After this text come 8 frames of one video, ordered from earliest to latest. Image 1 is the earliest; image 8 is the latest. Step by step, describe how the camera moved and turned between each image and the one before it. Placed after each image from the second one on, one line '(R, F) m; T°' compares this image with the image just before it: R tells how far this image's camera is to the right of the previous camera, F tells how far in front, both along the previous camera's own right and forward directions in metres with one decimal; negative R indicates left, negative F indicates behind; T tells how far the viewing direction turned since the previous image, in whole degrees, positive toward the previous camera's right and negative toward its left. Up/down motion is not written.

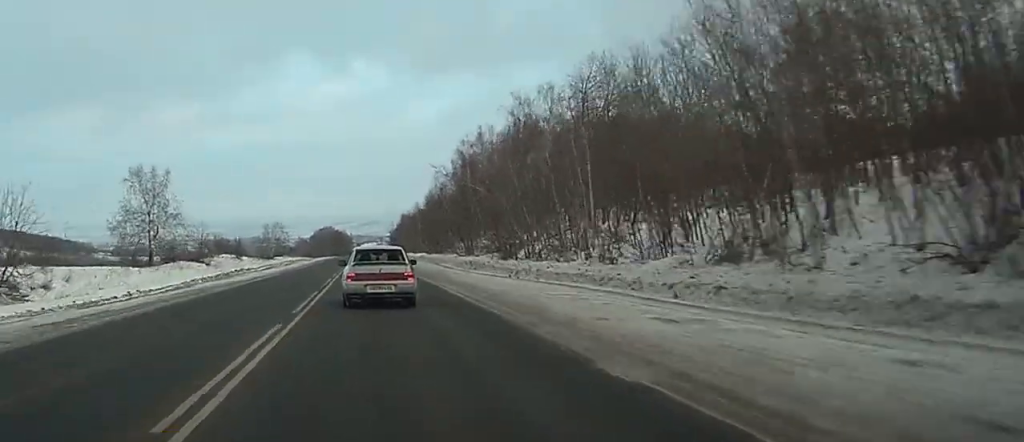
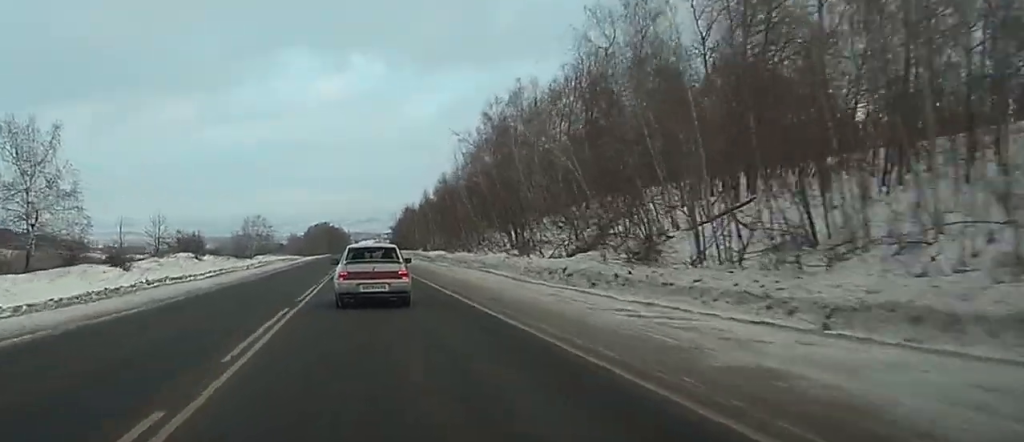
(-0.1, +31.7) m; 0°
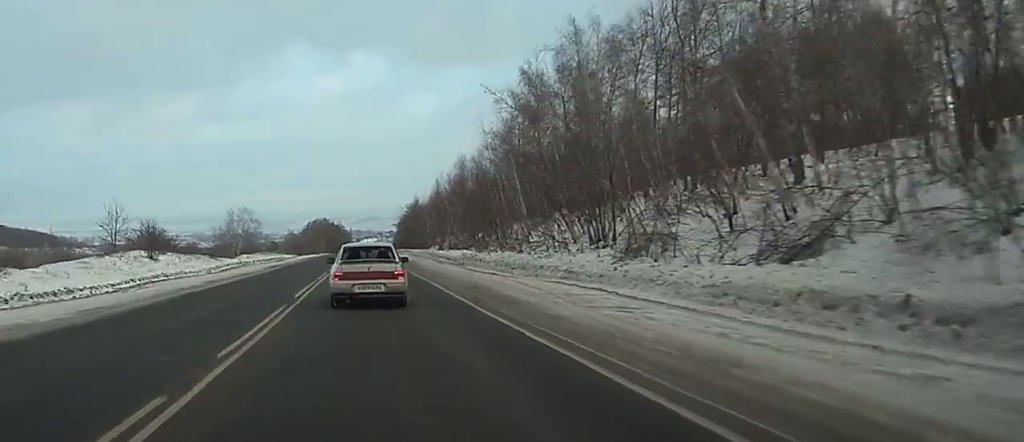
(0.0, +23.0) m; 0°
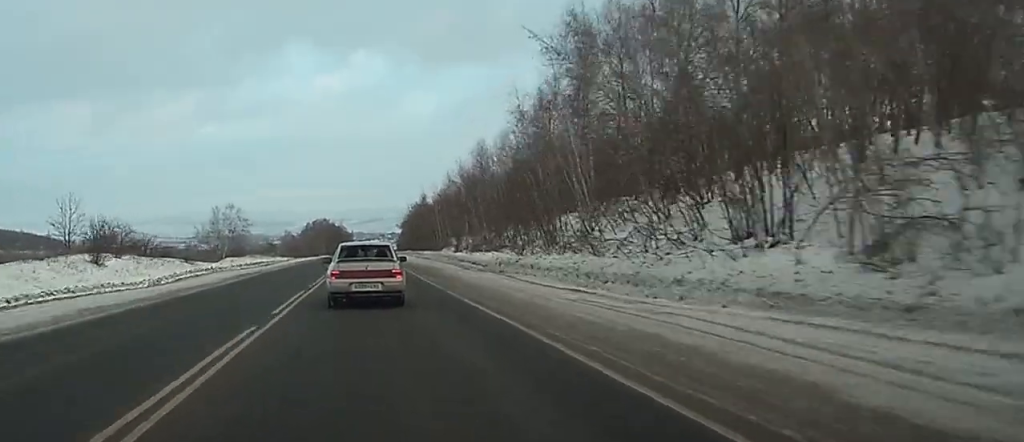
(+0.1, +17.3) m; 0°
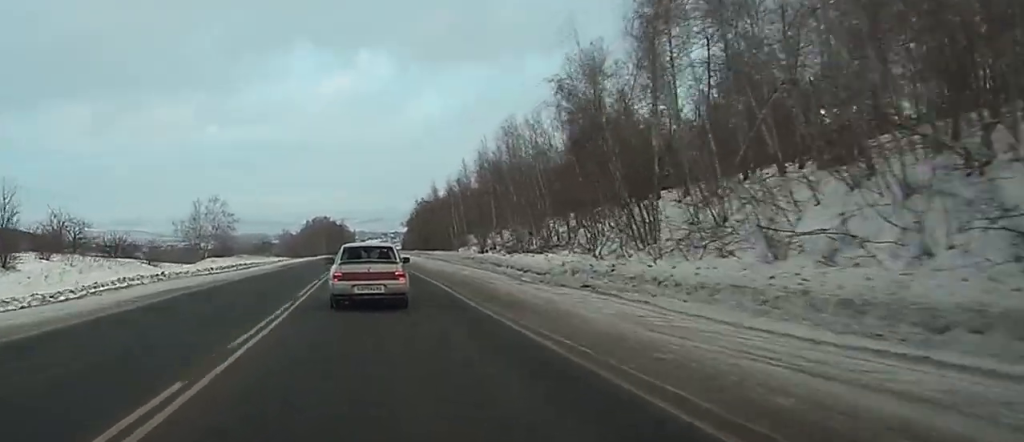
(0.0, +17.3) m; 0°
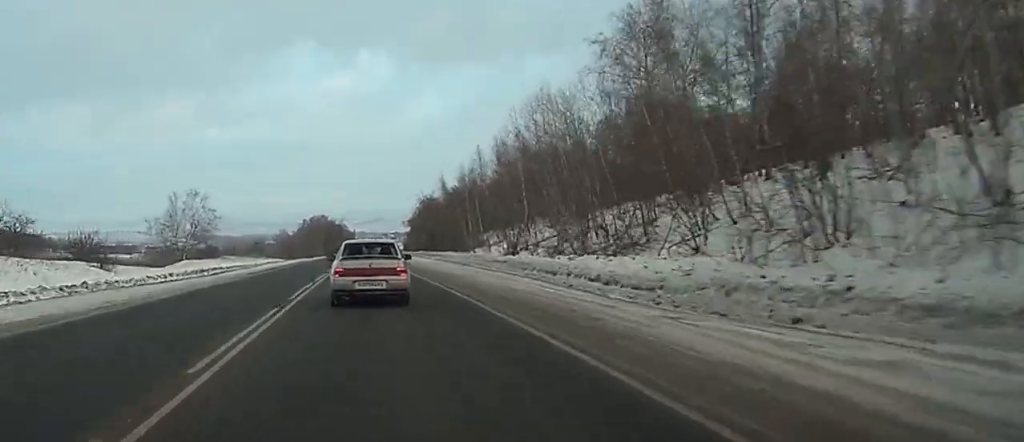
(0.0, +14.4) m; 0°
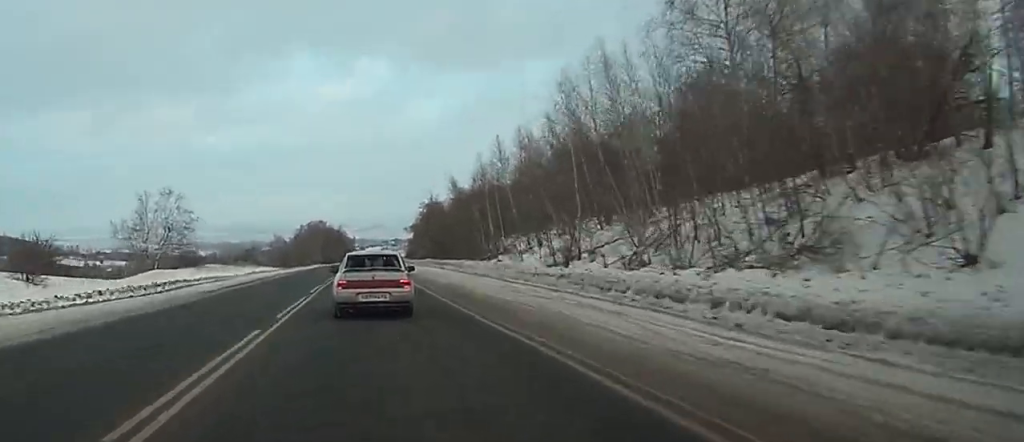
(-0.1, +14.4) m; 0°
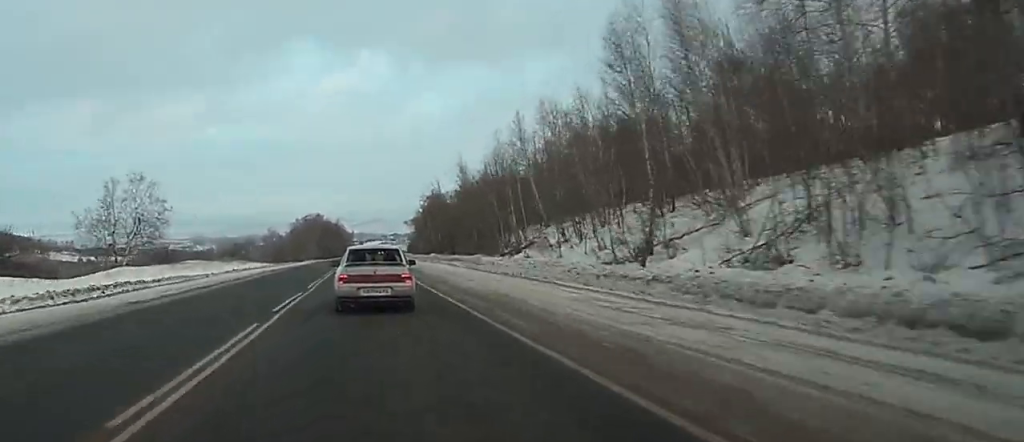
(0.0, +11.5) m; 0°
